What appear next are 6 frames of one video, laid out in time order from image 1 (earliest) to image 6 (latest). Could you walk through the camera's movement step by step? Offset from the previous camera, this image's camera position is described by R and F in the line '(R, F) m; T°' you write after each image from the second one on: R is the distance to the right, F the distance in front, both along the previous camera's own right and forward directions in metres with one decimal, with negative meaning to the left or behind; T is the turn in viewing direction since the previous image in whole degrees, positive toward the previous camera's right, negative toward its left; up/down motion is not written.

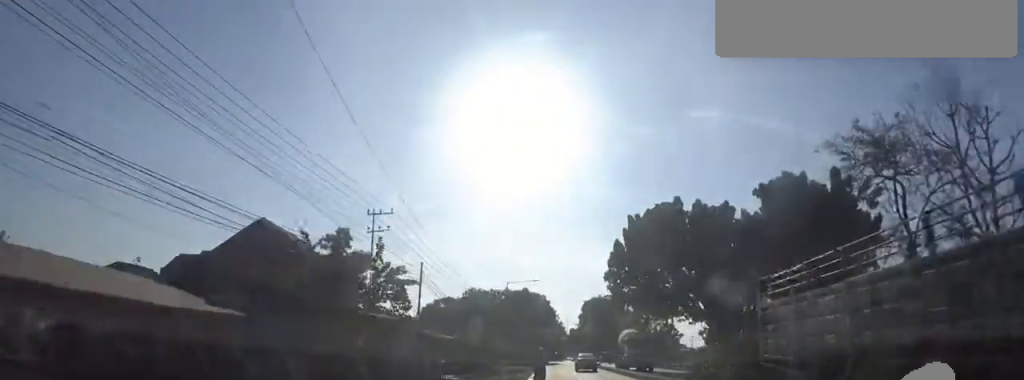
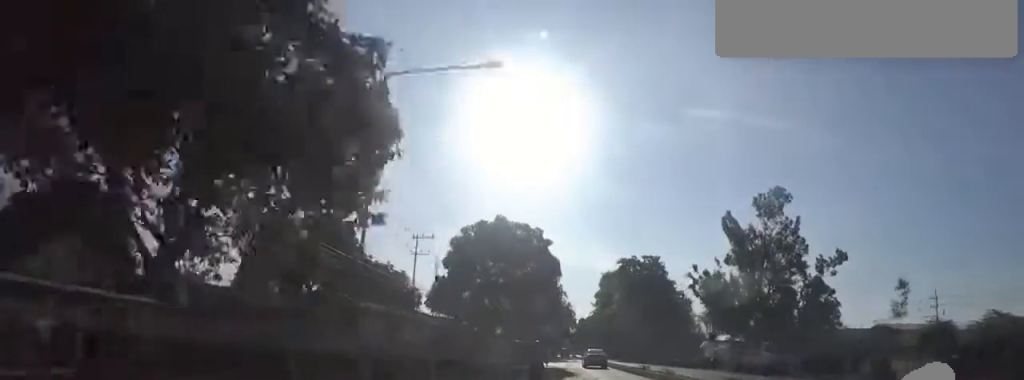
(+0.5, +42.9) m; +1°
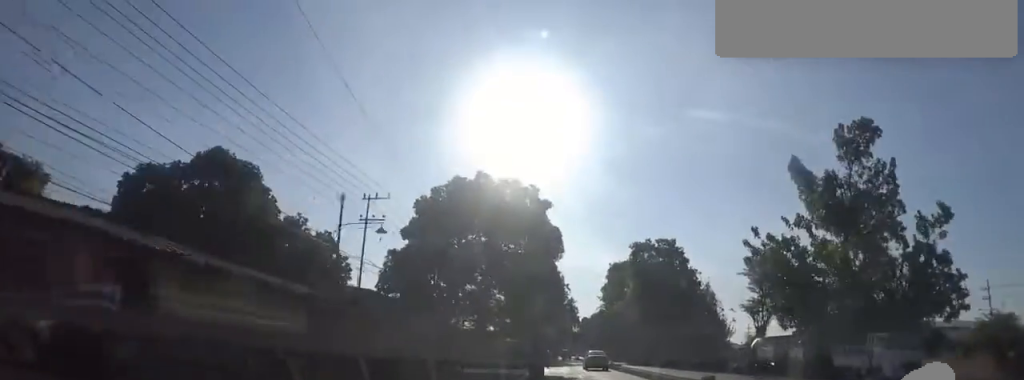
(+0.2, +11.0) m; +1°
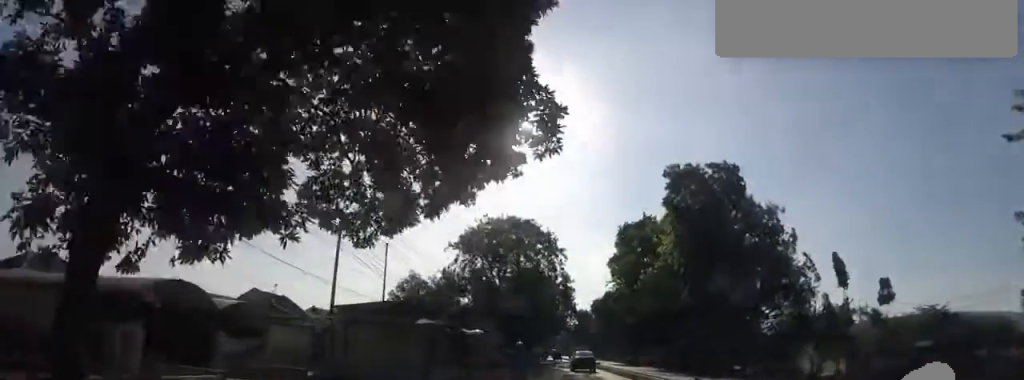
(+0.4, +24.5) m; +1°
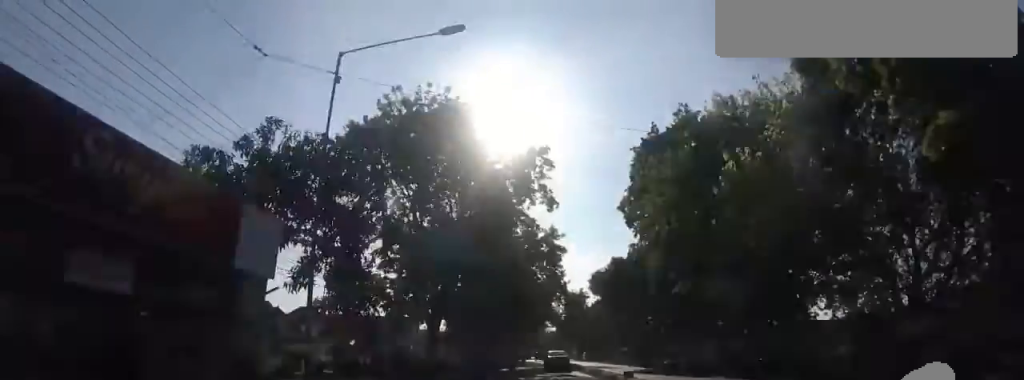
(0.0, +22.5) m; -1°
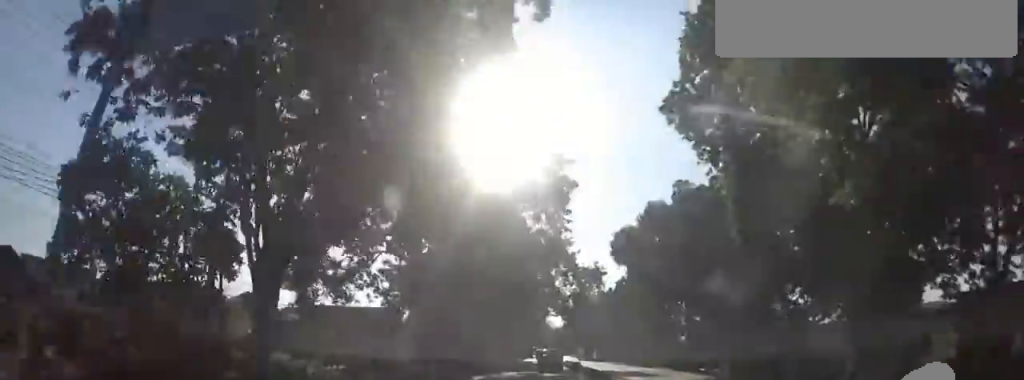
(-0.1, +15.2) m; -3°
